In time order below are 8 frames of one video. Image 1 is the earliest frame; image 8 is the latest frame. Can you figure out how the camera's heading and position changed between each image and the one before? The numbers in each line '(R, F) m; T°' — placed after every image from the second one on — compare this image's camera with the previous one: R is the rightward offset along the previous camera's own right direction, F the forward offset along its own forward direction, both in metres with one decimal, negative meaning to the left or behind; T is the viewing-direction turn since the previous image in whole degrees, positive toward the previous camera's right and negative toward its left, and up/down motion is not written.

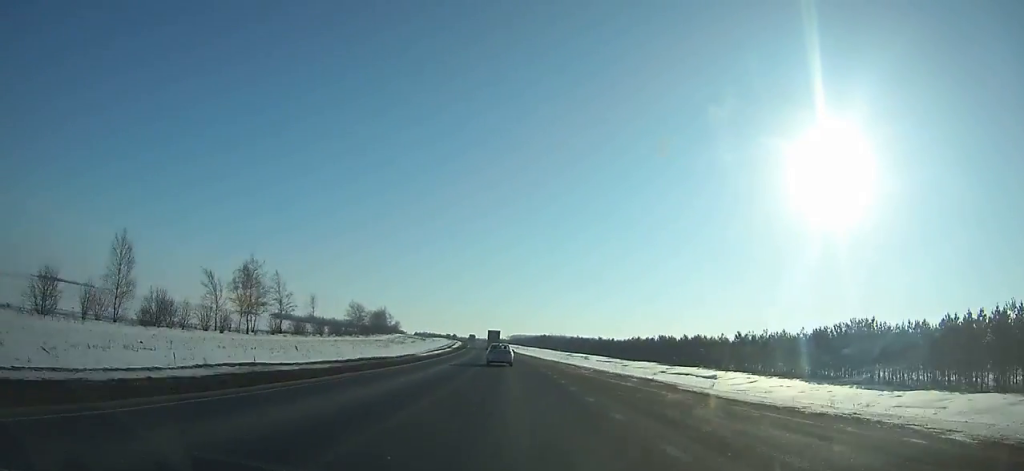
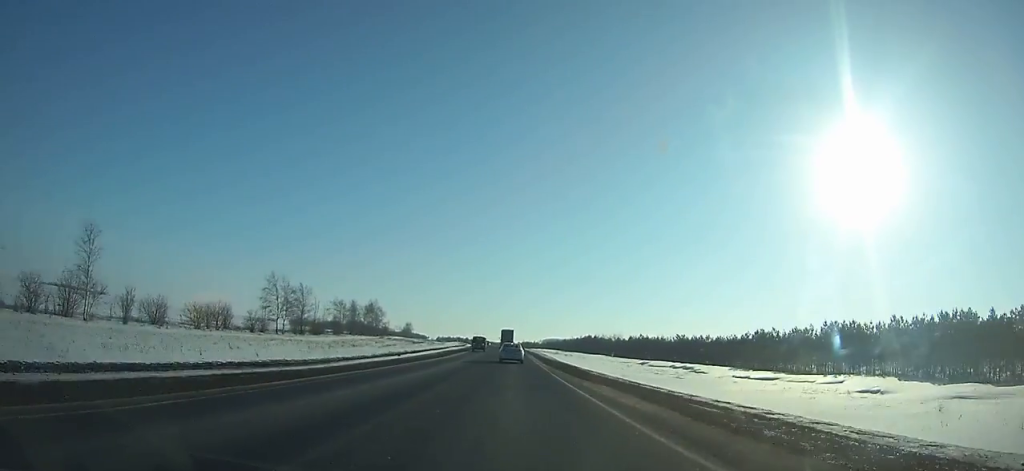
(-2.1, +77.6) m; -2°
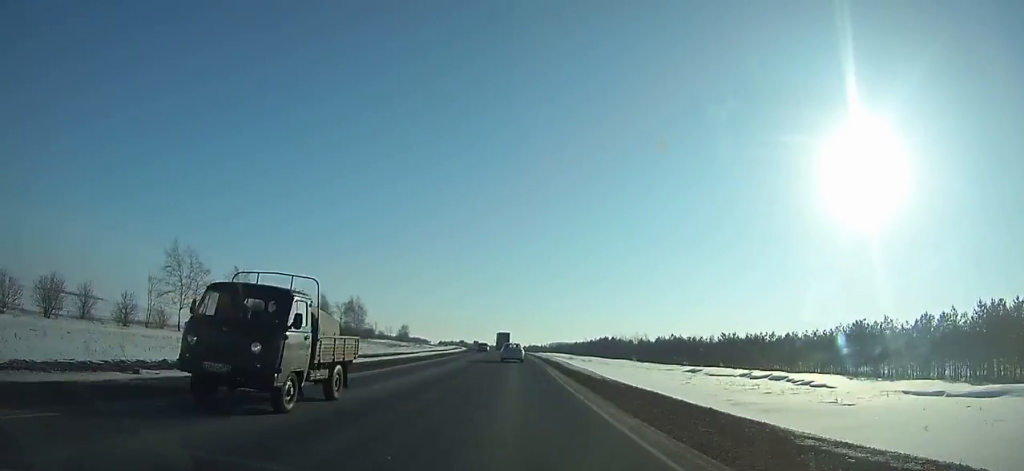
(-0.2, +32.7) m; -1°
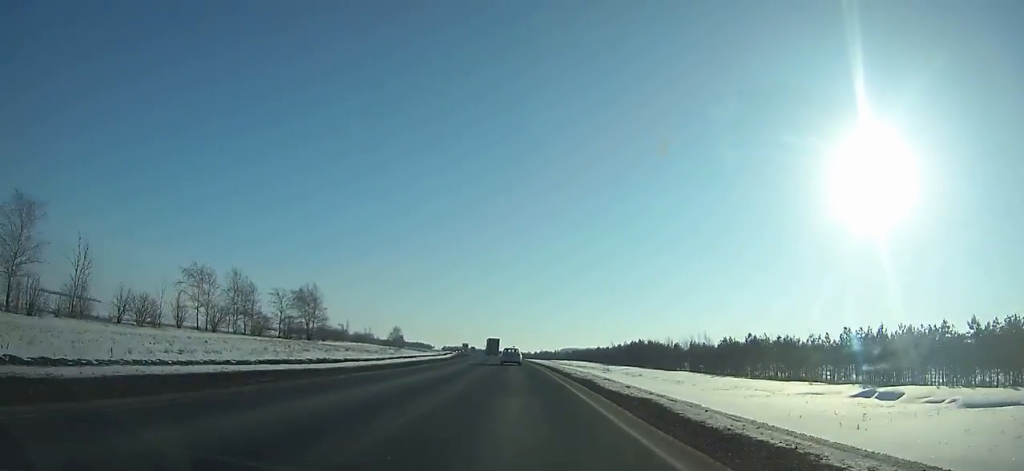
(-0.2, +49.3) m; -1°
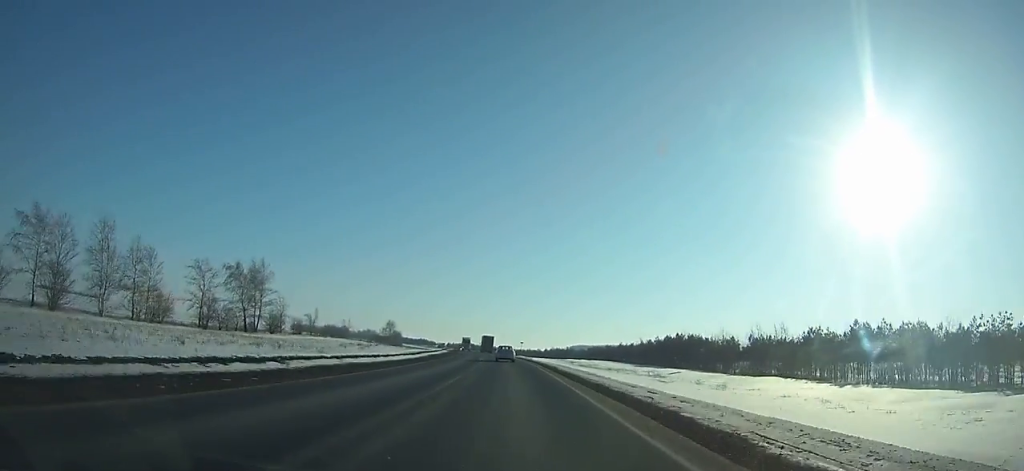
(-0.5, +35.3) m; -1°
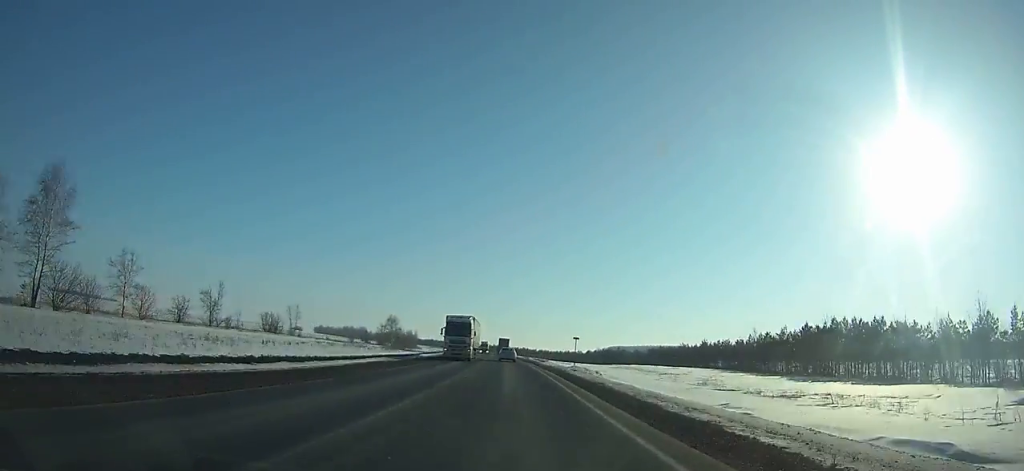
(-1.5, +63.0) m; -3°
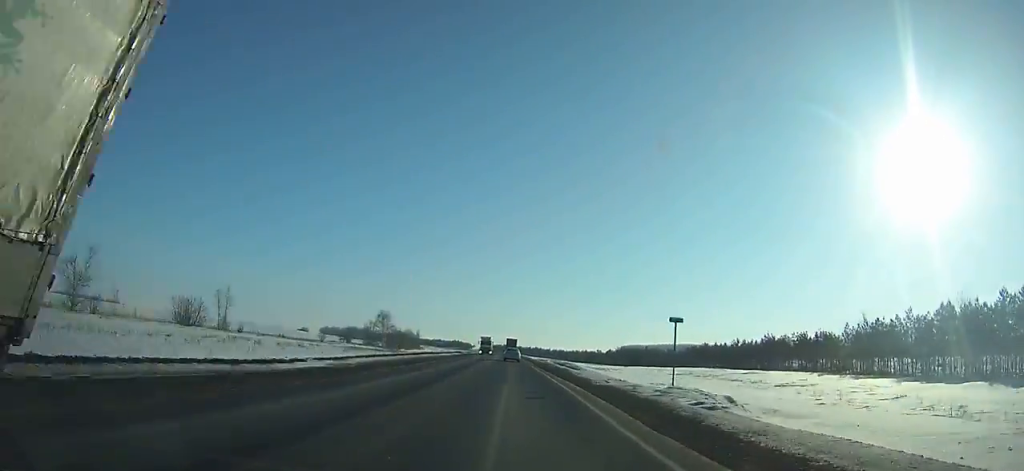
(-0.4, +31.9) m; -1°
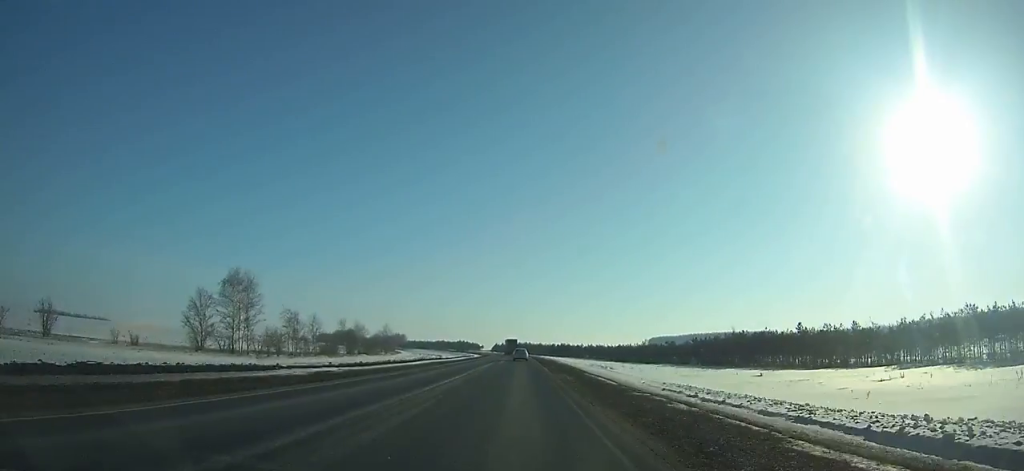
(-1.7, +107.1) m; -2°
